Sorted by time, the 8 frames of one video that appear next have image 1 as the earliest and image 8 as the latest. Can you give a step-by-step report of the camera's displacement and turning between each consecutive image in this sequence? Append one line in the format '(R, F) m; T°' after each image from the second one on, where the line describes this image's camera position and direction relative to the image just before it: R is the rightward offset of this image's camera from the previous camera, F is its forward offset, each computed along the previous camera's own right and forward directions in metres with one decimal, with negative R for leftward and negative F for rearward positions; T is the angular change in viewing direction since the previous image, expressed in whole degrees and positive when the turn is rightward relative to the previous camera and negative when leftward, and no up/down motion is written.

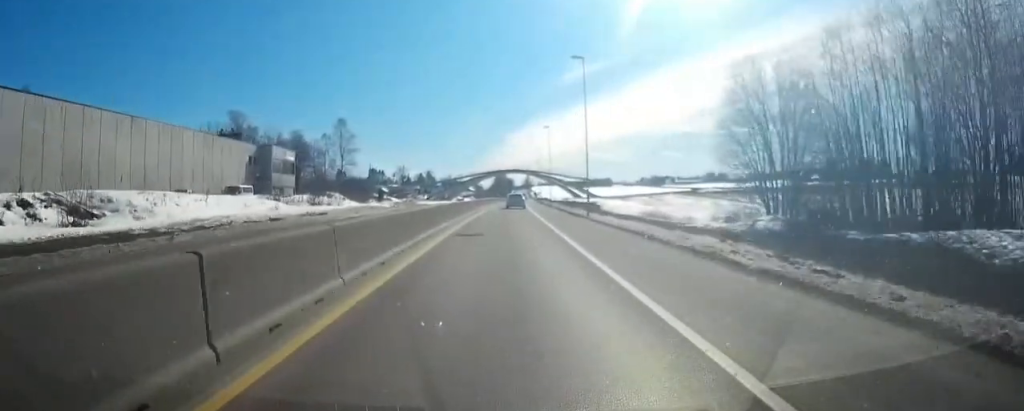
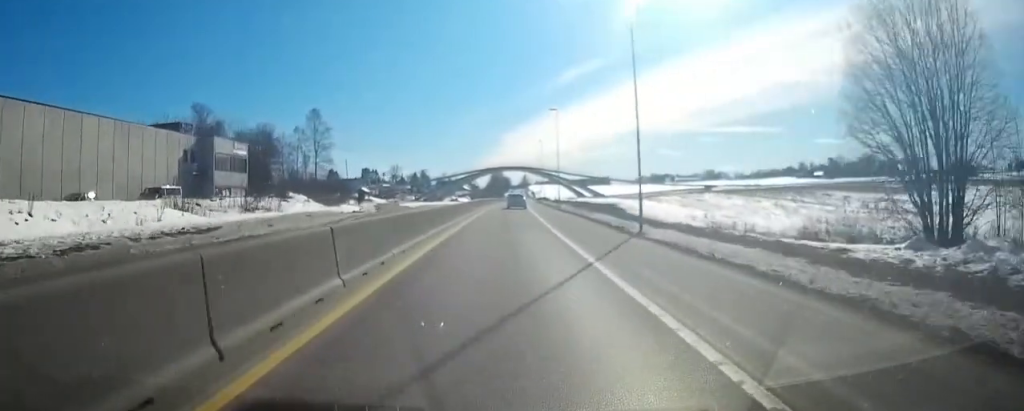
(+0.1, +15.7) m; +1°
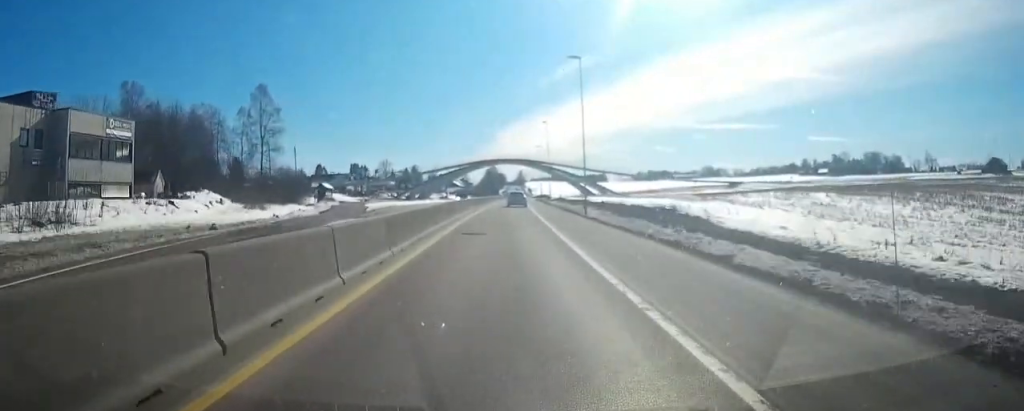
(+0.1, +23.5) m; 0°
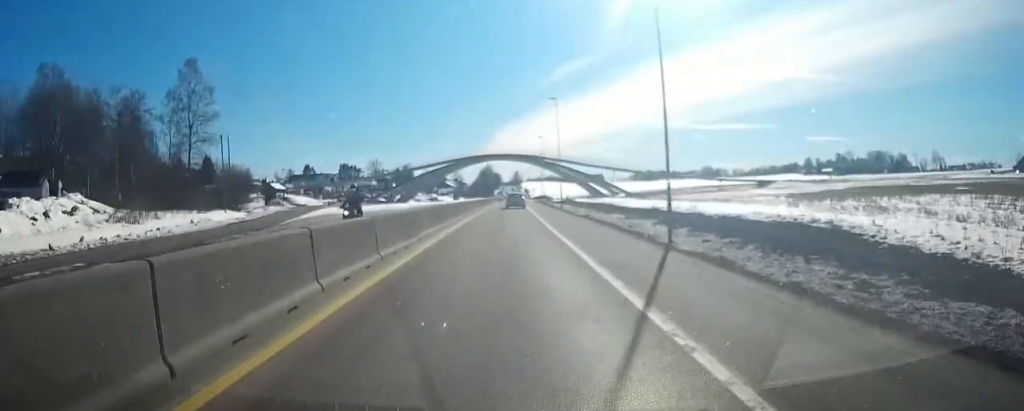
(0.0, +20.6) m; 0°
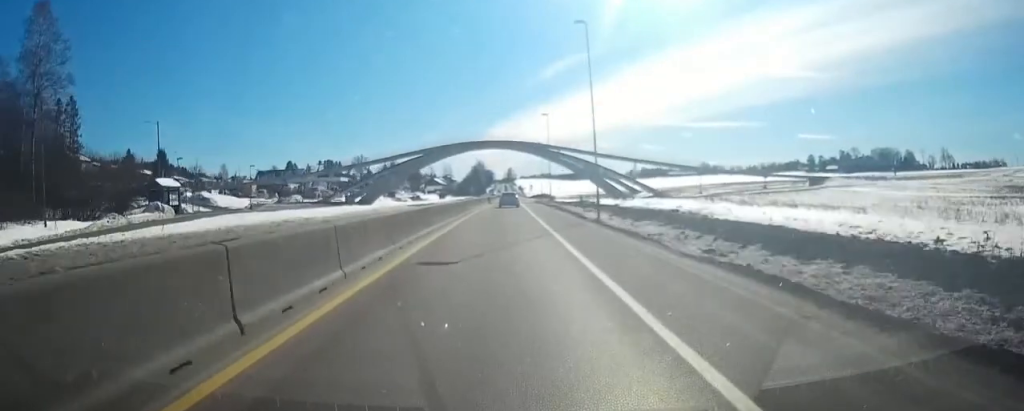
(+0.1, +26.2) m; 0°
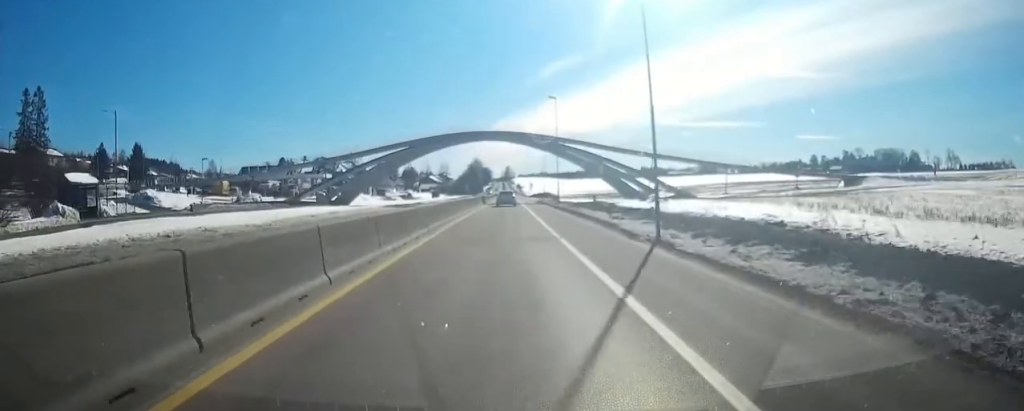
(0.0, +12.8) m; 0°
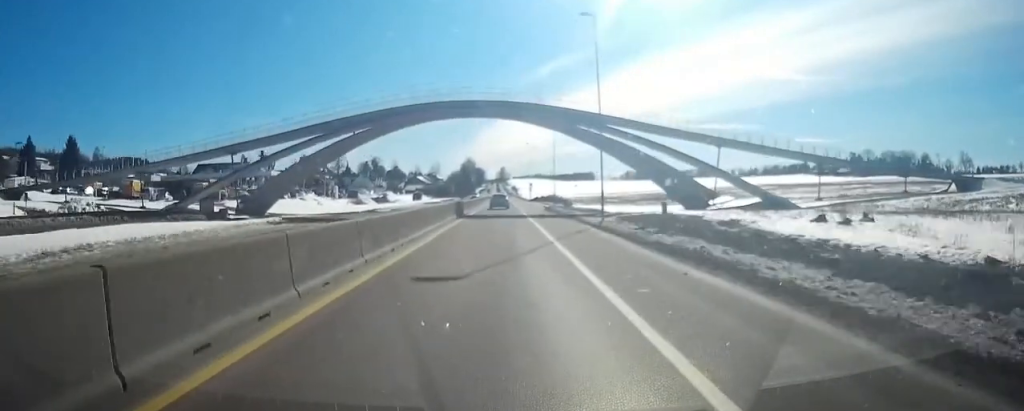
(+0.1, +29.0) m; 0°
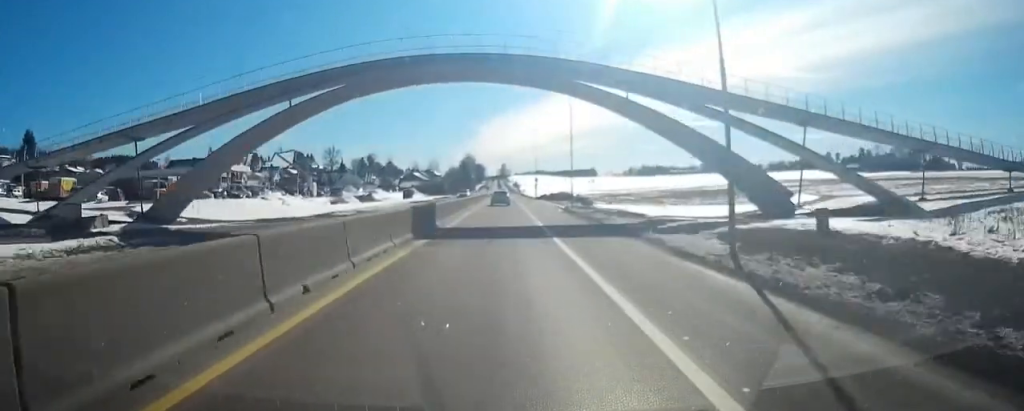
(0.0, +17.0) m; 0°
